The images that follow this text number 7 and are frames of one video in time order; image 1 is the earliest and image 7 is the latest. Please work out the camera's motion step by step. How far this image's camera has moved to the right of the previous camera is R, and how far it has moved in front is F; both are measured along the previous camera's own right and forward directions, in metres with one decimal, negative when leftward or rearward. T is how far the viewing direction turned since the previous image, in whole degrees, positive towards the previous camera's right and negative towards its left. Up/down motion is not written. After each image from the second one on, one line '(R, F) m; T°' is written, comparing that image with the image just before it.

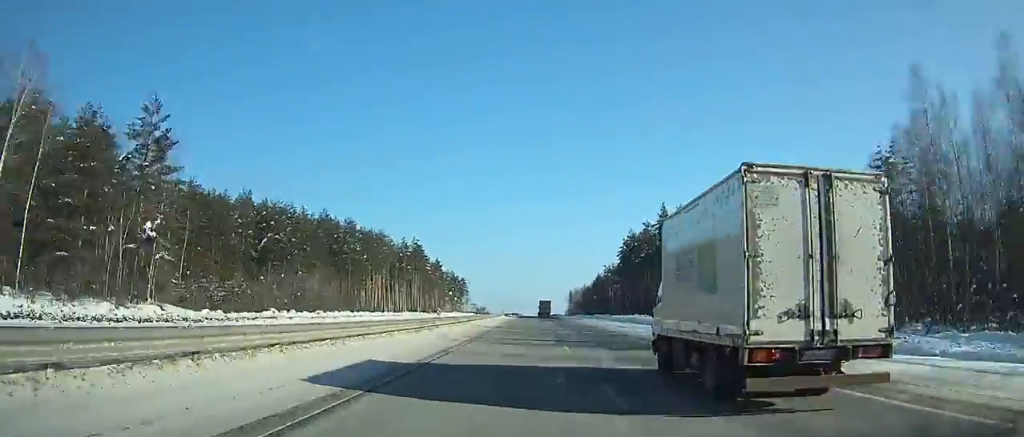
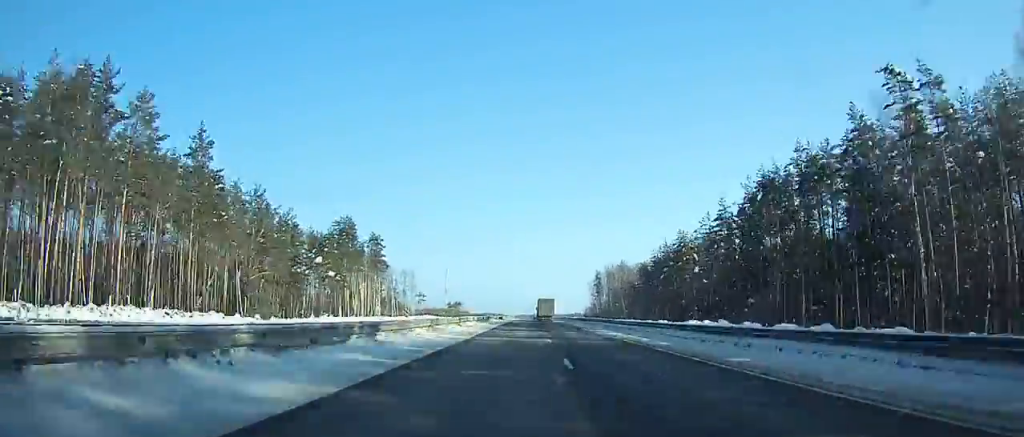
(+0.6, +186.9) m; 0°
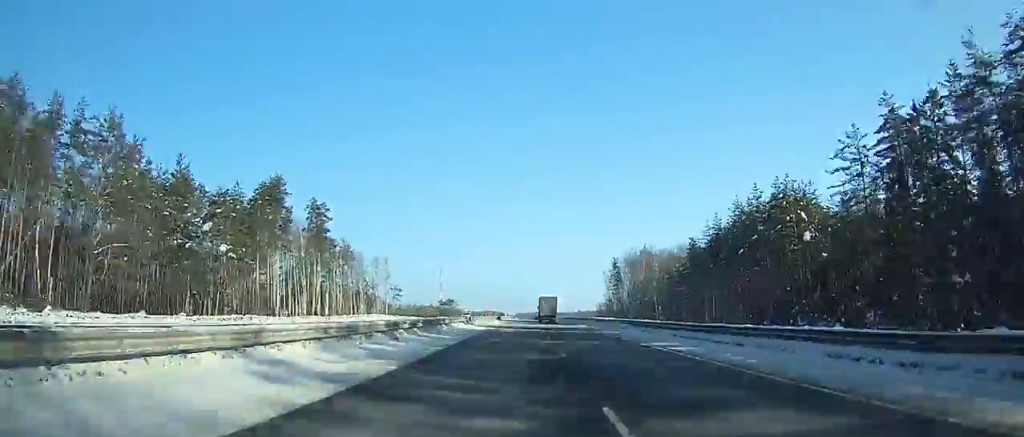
(-0.1, +44.5) m; 0°
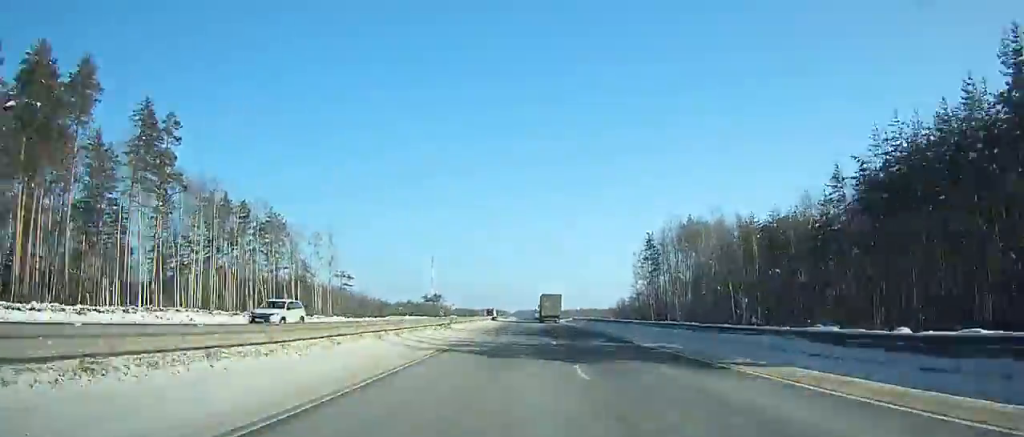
(-0.1, +53.0) m; 0°
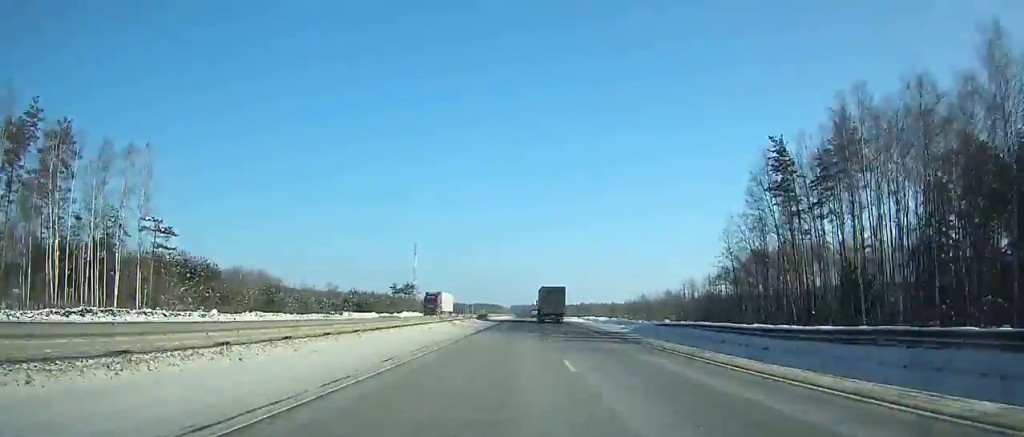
(-0.1, +70.5) m; 0°
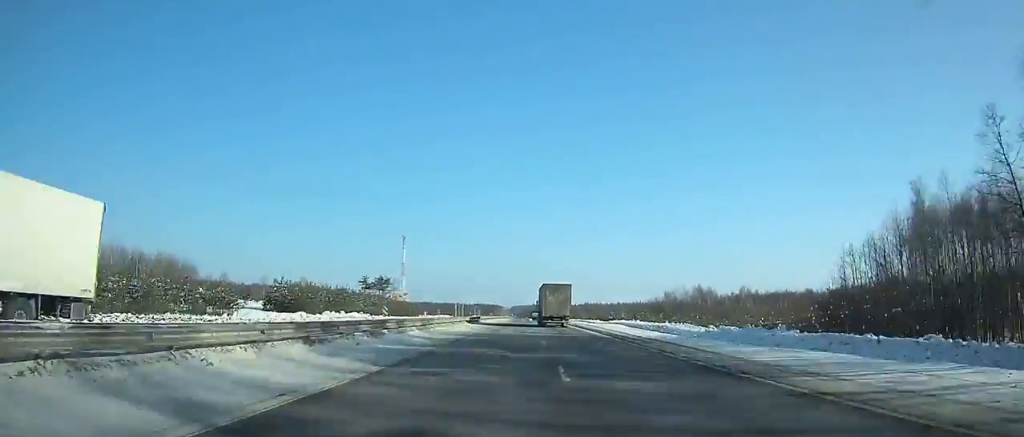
(+0.1, +49.6) m; 0°
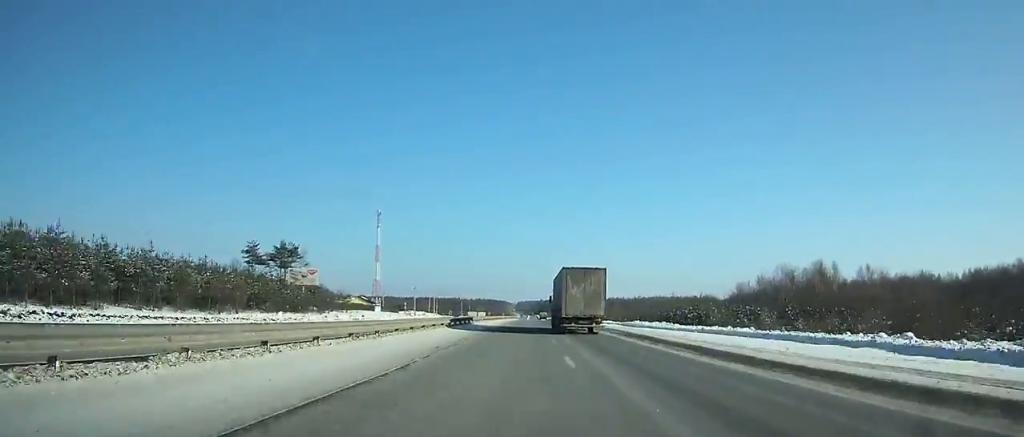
(-0.3, +93.3) m; 0°
